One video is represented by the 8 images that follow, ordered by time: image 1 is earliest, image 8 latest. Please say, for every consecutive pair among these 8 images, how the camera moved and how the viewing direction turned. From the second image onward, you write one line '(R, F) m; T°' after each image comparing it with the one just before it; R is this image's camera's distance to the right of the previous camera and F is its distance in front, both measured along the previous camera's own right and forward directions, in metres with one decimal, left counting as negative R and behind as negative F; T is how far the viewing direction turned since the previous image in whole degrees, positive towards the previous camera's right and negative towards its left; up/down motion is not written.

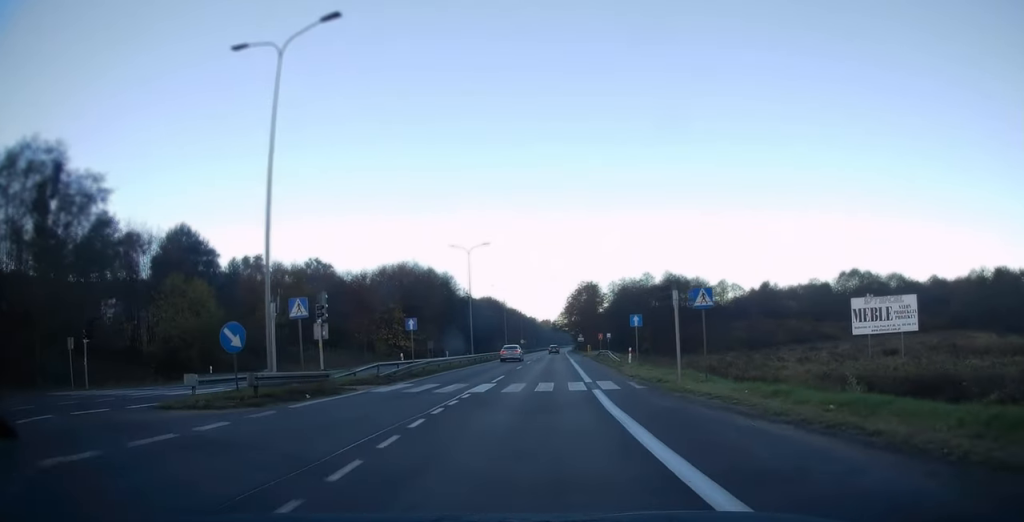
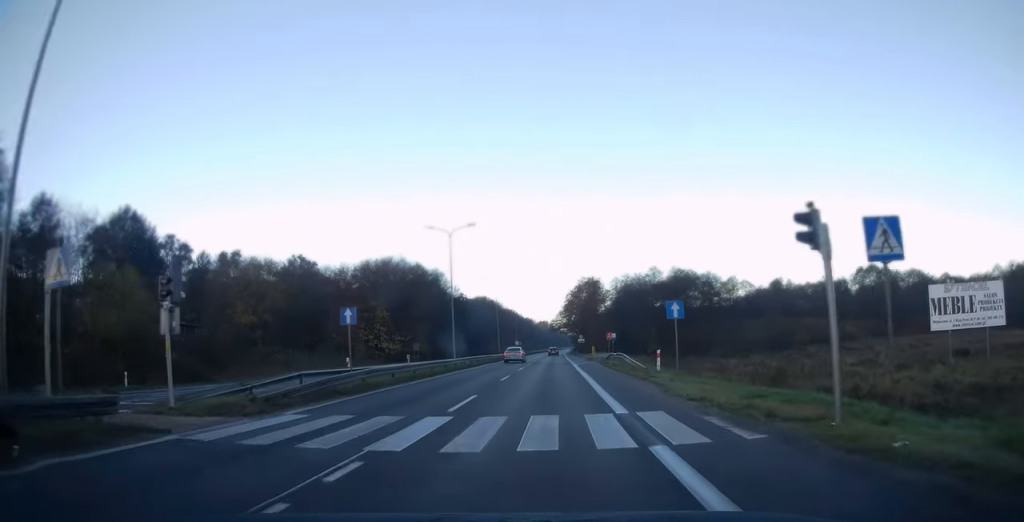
(0.0, +10.1) m; 0°
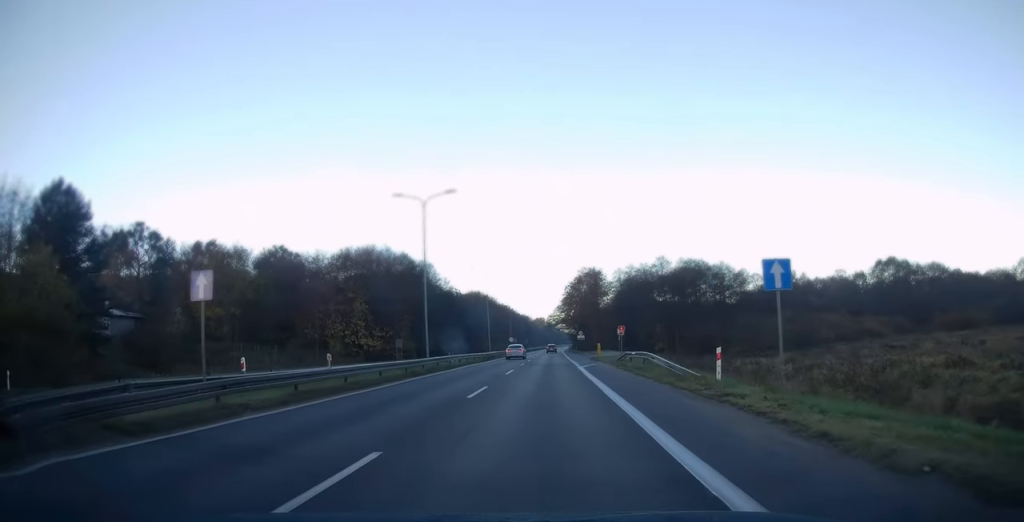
(-0.1, +9.9) m; 0°
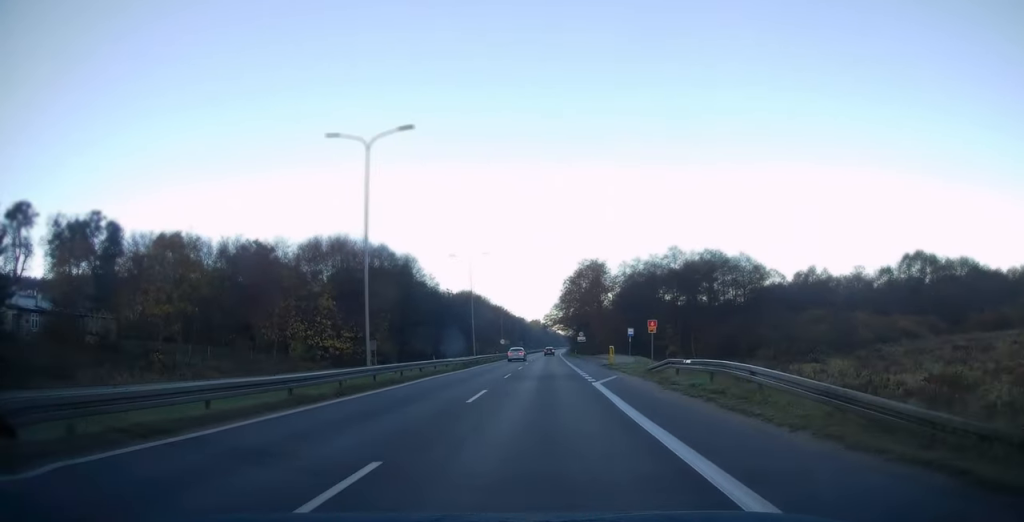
(+0.1, +12.4) m; +1°
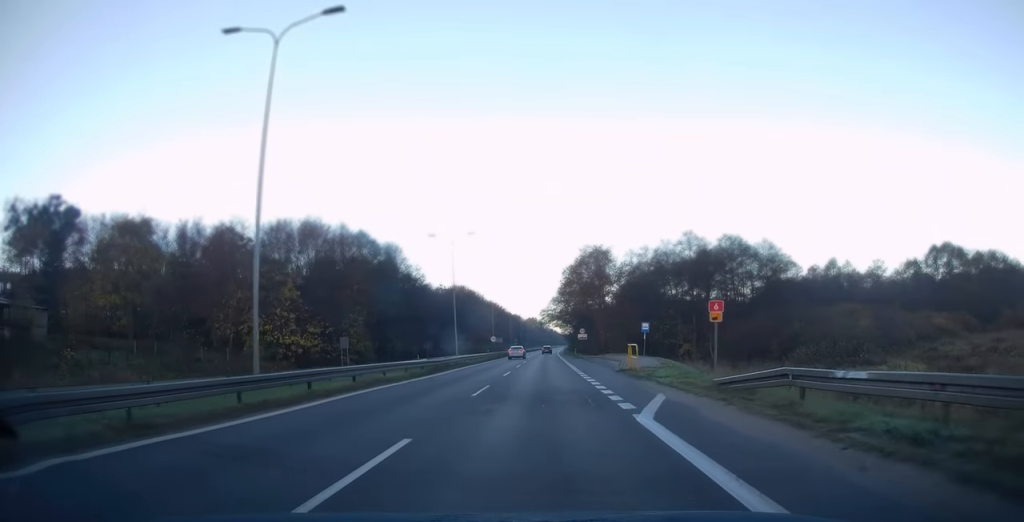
(+0.1, +10.4) m; +1°
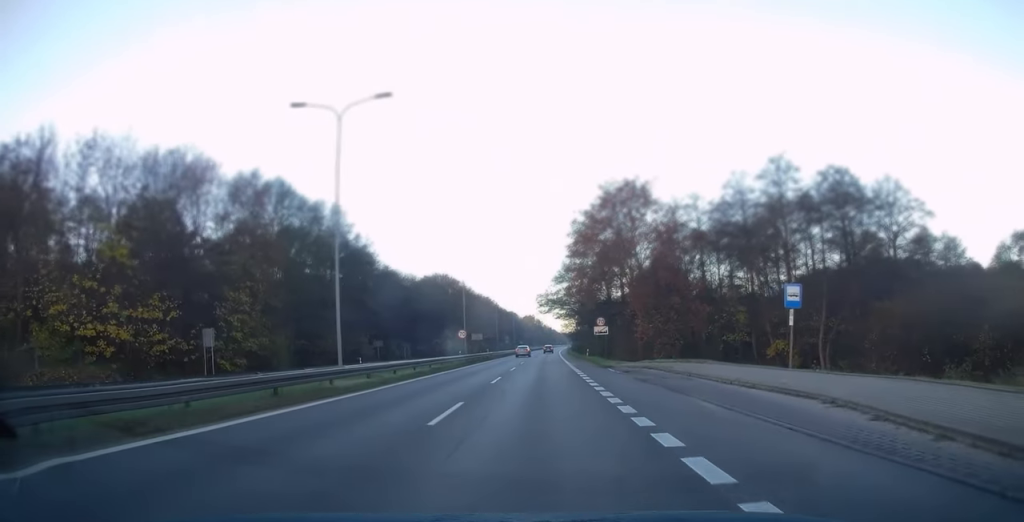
(+0.1, +29.9) m; 0°
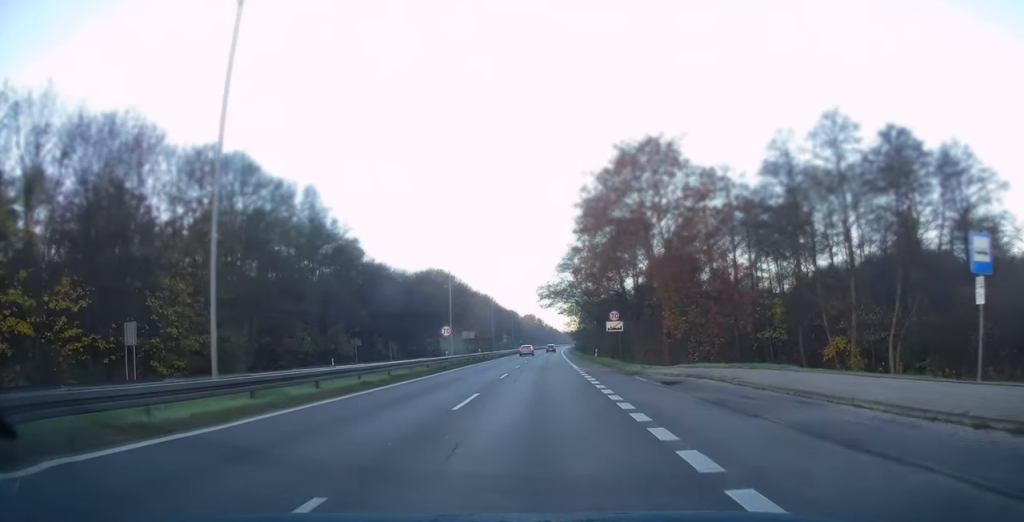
(+0.1, +9.4) m; 0°
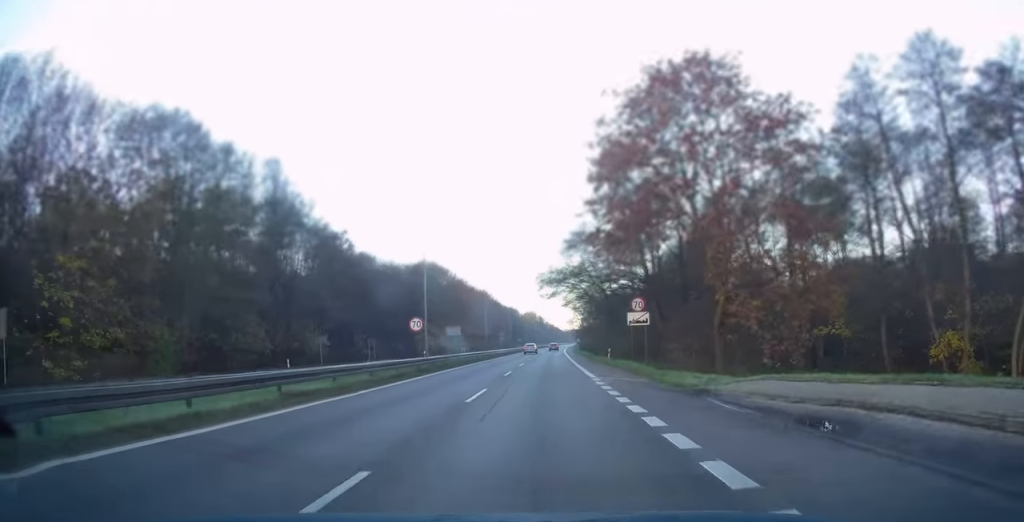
(+0.2, +10.7) m; 0°
